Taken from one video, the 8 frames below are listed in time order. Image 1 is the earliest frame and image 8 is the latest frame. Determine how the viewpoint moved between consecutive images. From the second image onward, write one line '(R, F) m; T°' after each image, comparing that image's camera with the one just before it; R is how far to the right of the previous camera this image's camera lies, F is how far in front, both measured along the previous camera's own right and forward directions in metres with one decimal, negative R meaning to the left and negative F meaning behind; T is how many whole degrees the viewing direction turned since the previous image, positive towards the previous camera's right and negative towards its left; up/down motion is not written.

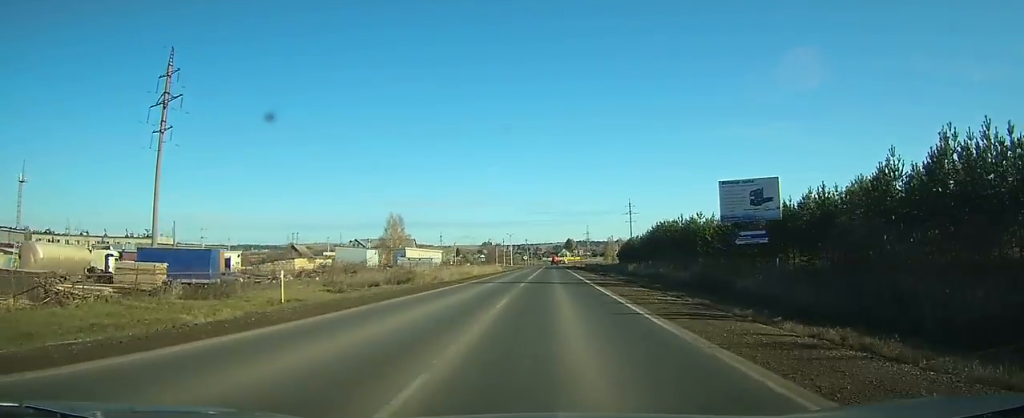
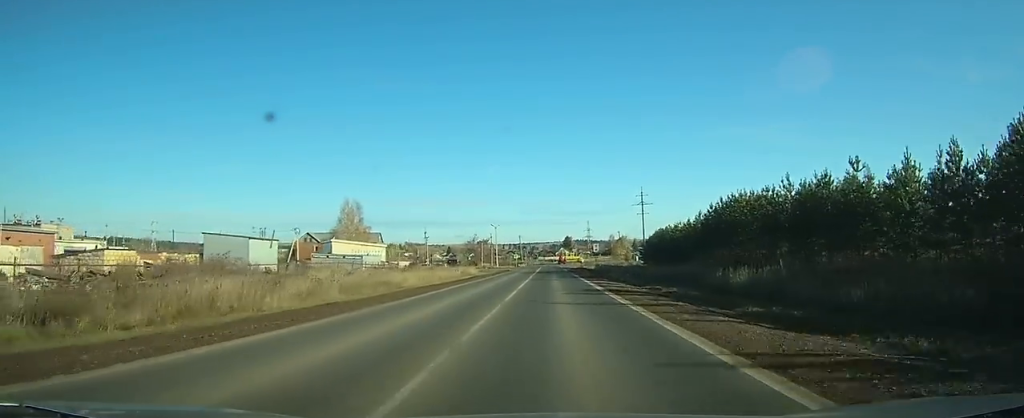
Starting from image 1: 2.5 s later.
(+0.1, +37.5) m; 0°
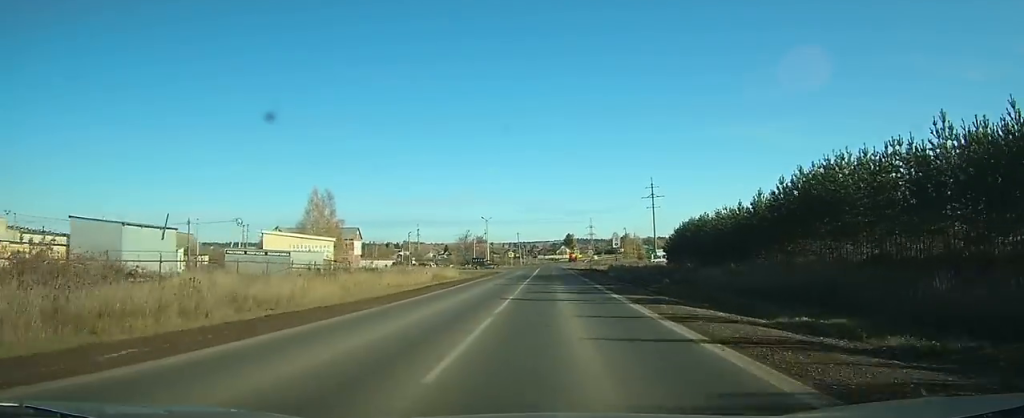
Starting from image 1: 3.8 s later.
(-0.1, +18.8) m; 0°
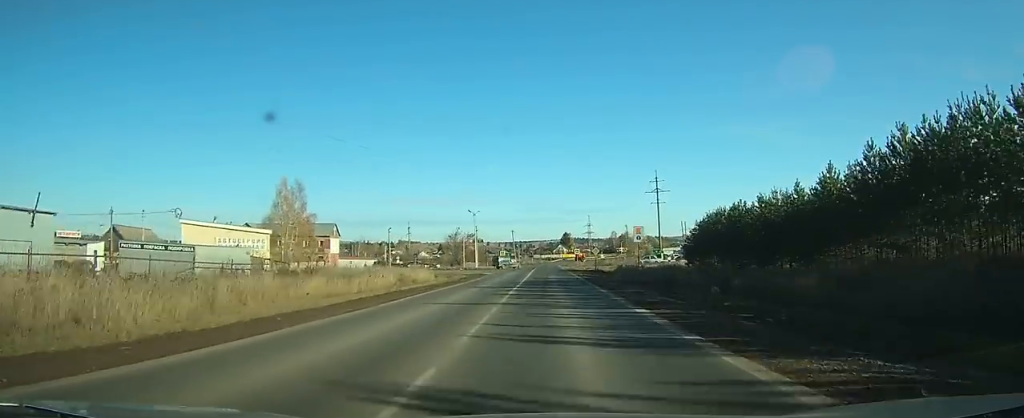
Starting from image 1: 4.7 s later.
(0.0, +12.9) m; 0°
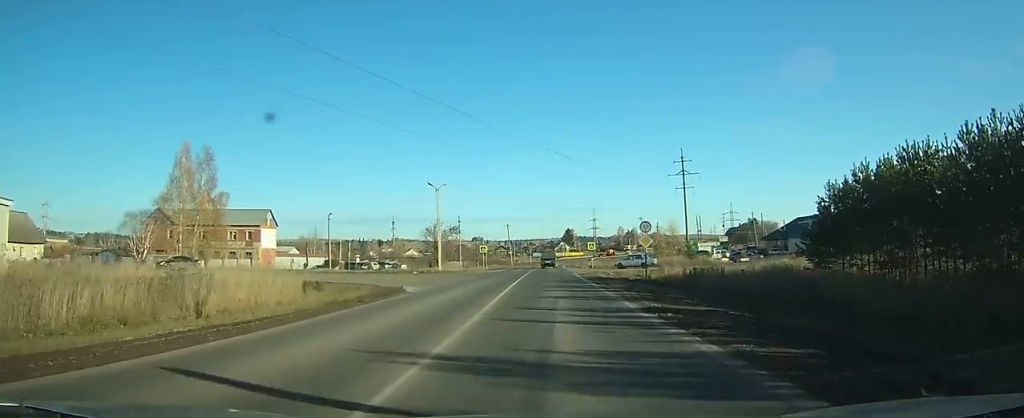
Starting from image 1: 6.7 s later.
(+0.2, +31.0) m; +1°
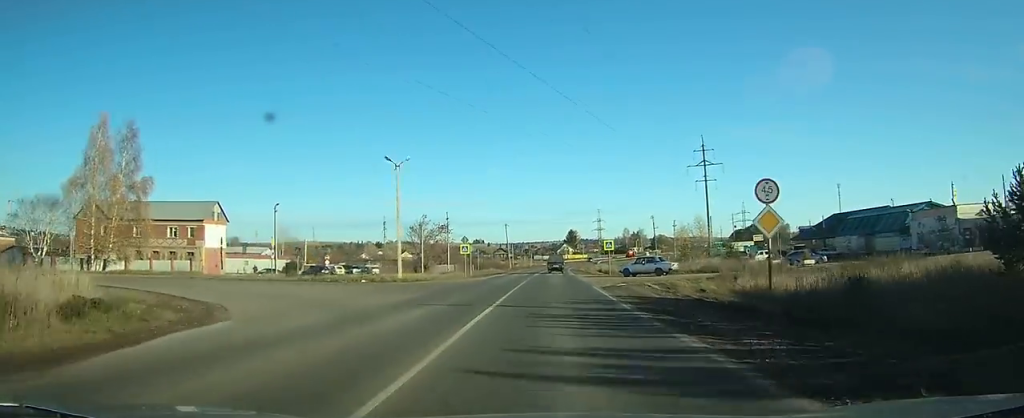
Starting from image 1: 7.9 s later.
(+0.2, +17.1) m; +1°
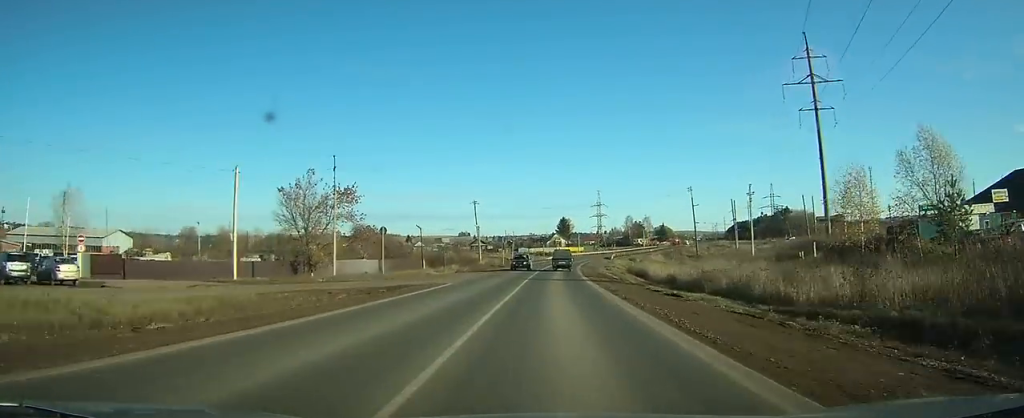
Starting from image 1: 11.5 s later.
(+0.1, +54.9) m; 0°
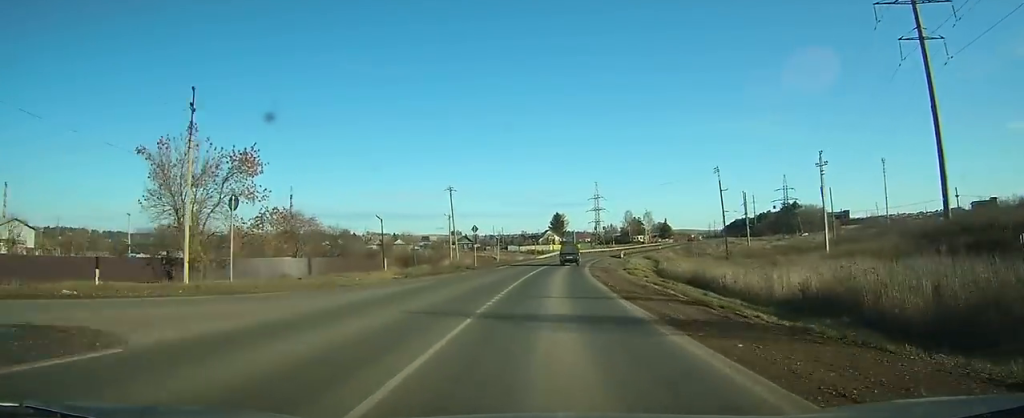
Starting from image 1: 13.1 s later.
(-0.1, +22.7) m; 0°
